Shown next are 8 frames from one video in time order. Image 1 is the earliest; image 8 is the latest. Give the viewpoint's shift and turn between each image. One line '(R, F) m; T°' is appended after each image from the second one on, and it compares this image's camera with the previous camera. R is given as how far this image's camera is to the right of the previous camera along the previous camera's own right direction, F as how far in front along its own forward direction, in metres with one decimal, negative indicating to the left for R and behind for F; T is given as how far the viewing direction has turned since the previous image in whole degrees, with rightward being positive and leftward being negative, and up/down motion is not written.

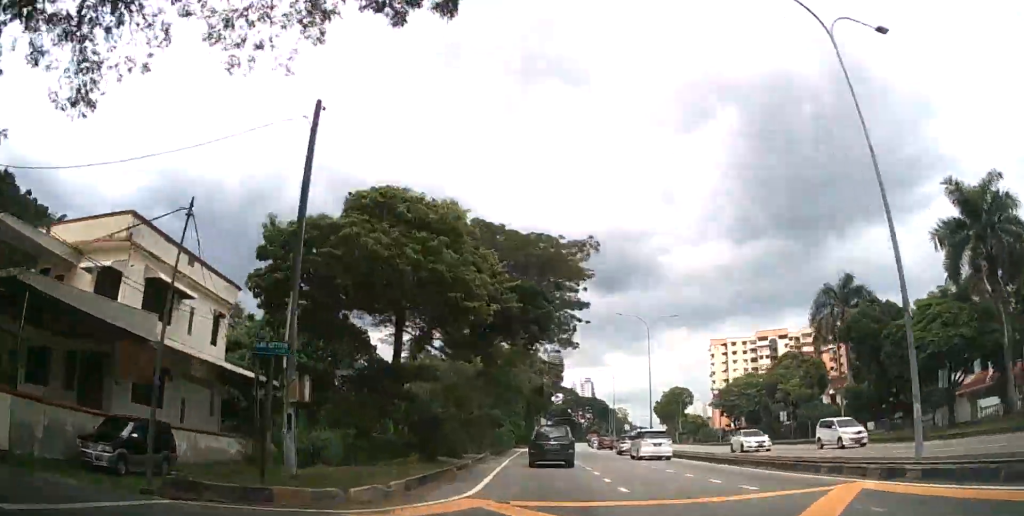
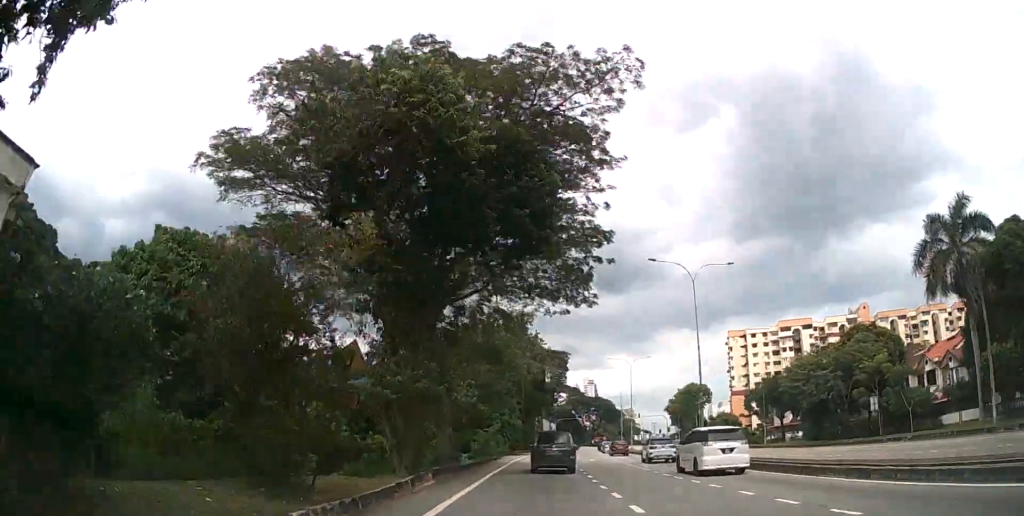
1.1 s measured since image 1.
(+0.1, +16.6) m; 0°
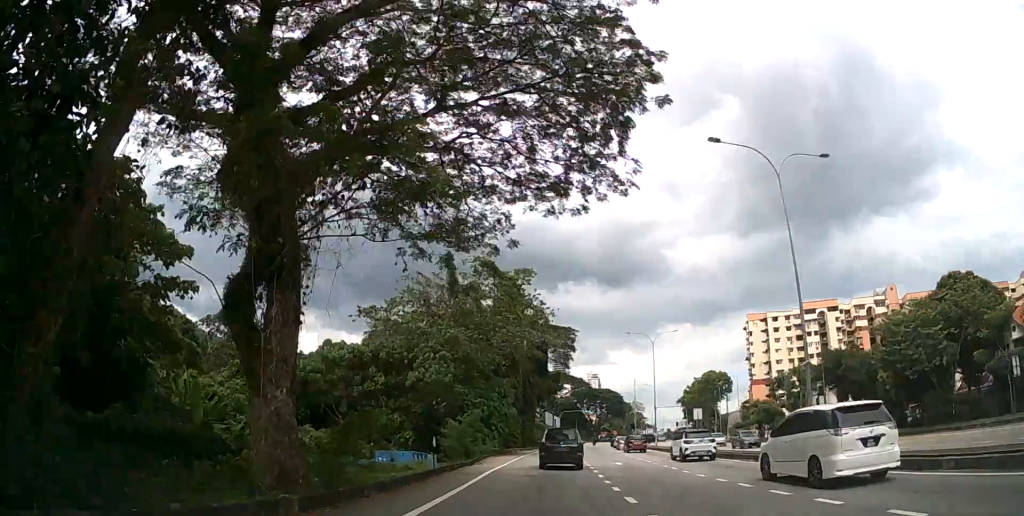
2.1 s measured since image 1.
(0.0, +14.9) m; 0°
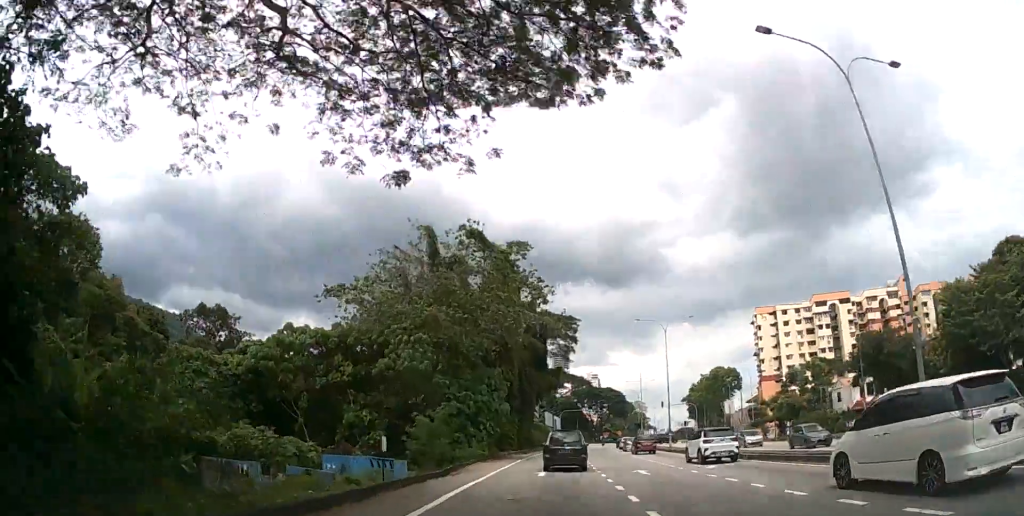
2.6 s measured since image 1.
(0.0, +7.2) m; 0°
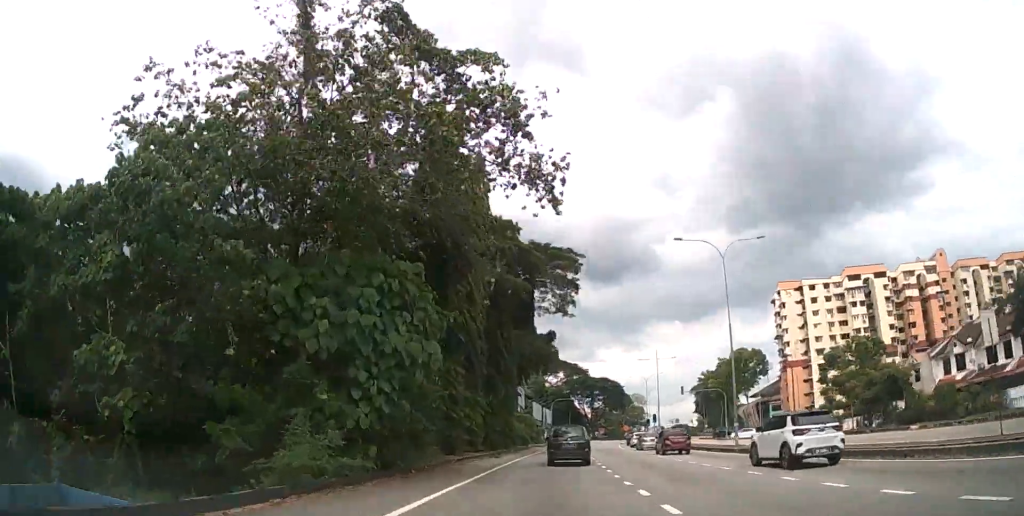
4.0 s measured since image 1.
(0.0, +22.0) m; 0°
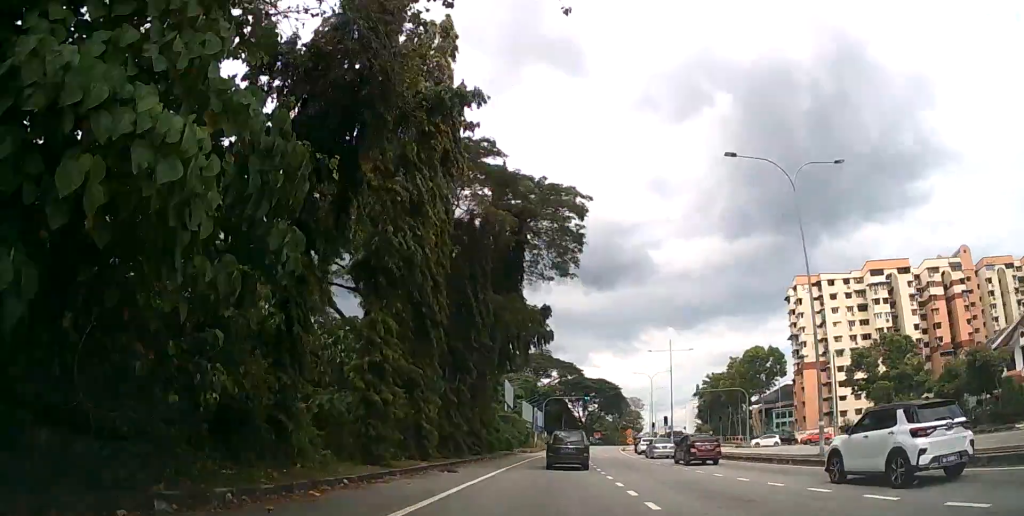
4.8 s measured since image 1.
(+0.1, +11.7) m; +1°
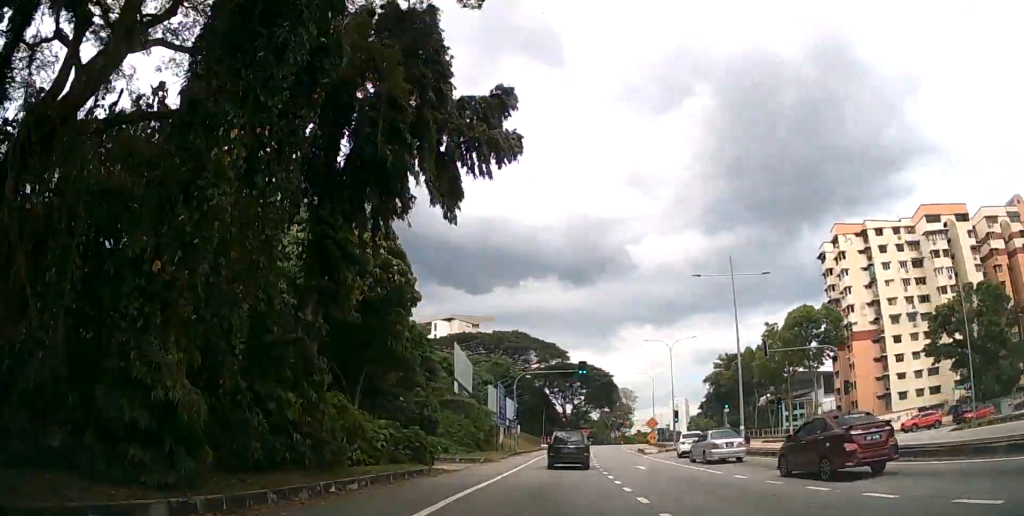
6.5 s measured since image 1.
(+0.6, +26.9) m; +3°
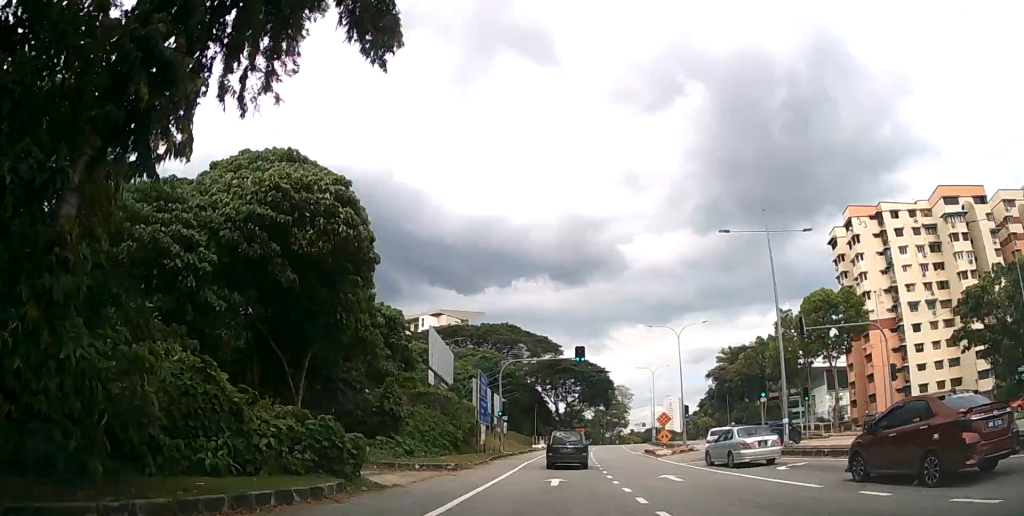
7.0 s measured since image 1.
(0.0, +7.5) m; +1°
